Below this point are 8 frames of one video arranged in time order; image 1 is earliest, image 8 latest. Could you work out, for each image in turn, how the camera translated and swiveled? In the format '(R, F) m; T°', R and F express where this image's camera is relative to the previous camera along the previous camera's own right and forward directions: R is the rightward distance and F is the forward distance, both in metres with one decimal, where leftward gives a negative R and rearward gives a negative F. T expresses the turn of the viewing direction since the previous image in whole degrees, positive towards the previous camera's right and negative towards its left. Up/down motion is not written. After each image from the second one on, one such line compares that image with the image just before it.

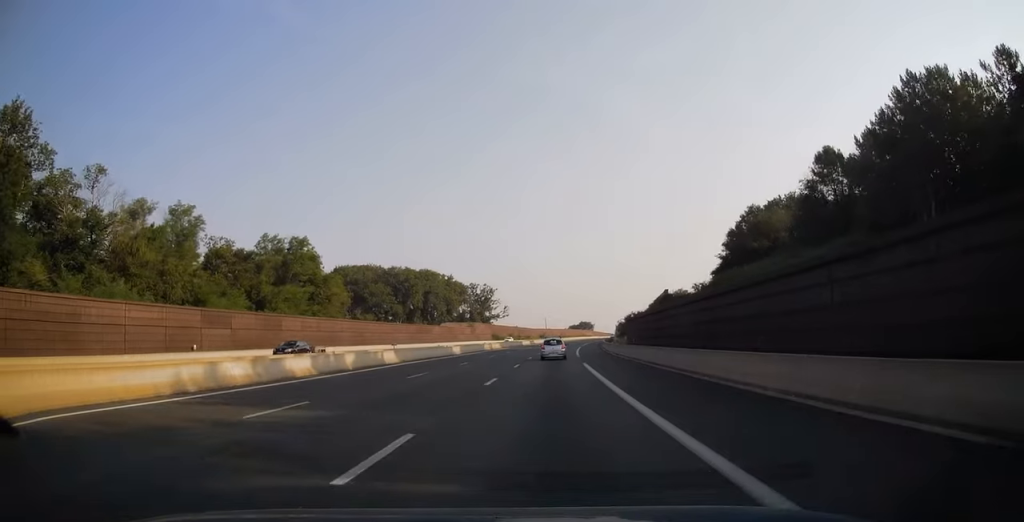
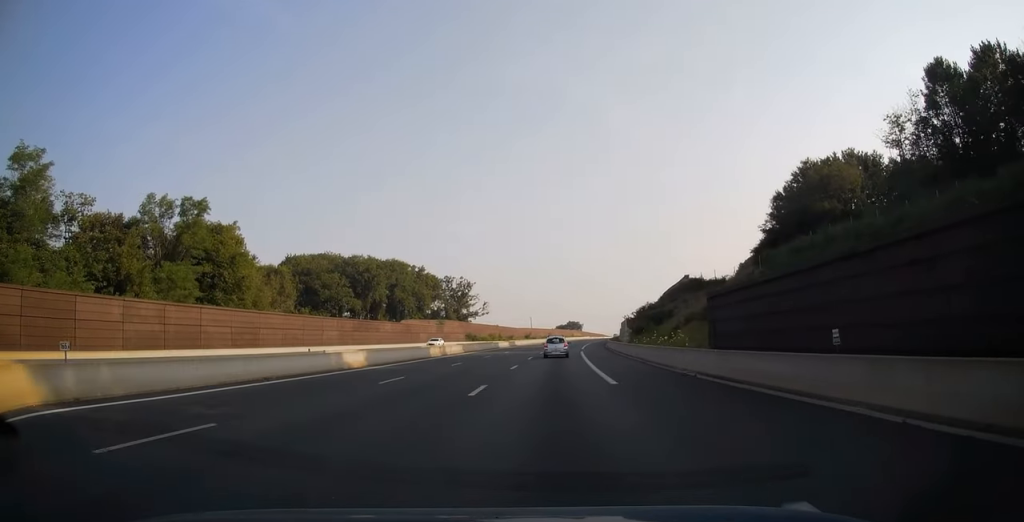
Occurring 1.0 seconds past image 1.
(+0.3, +29.8) m; +1°
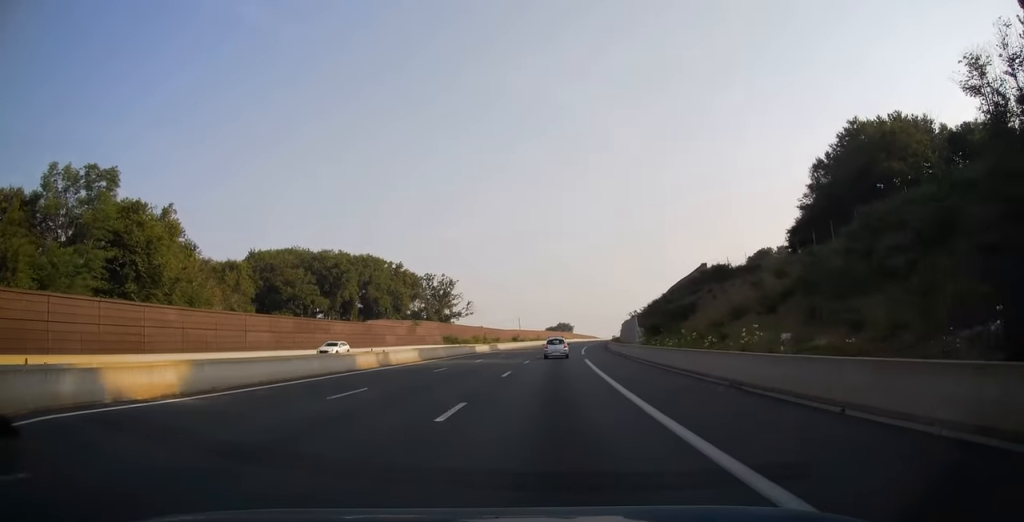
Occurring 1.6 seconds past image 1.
(+0.1, +17.1) m; +1°
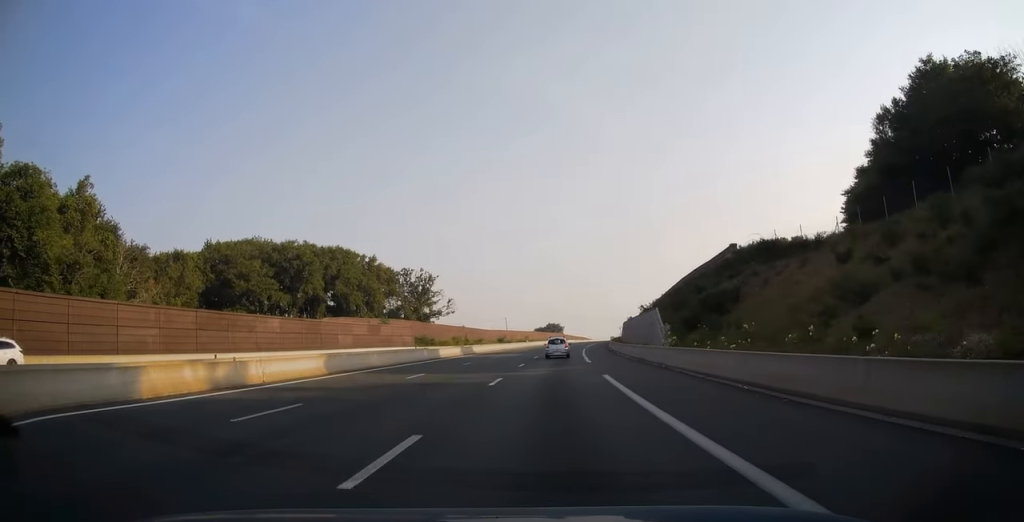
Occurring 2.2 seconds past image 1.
(+0.2, +17.6) m; +1°
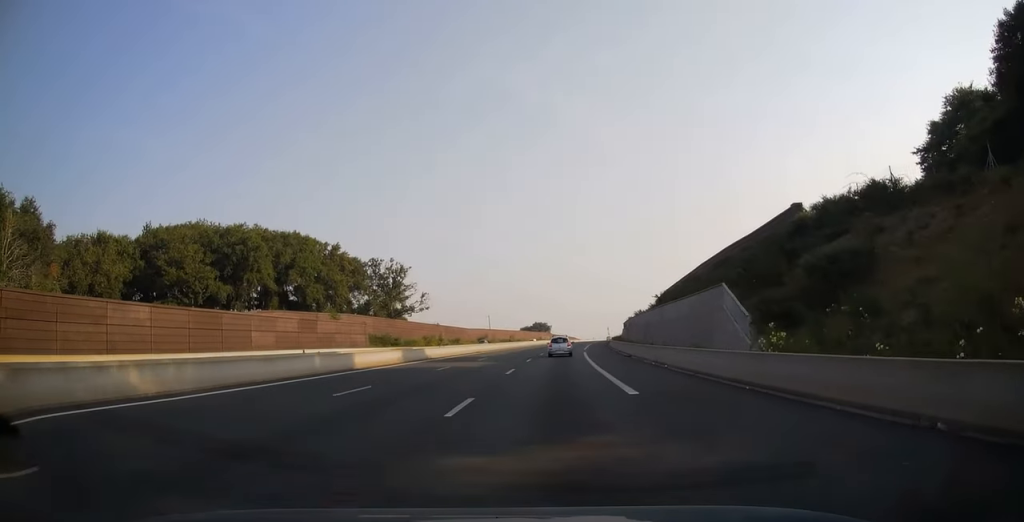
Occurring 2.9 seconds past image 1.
(+0.2, +20.5) m; +1°
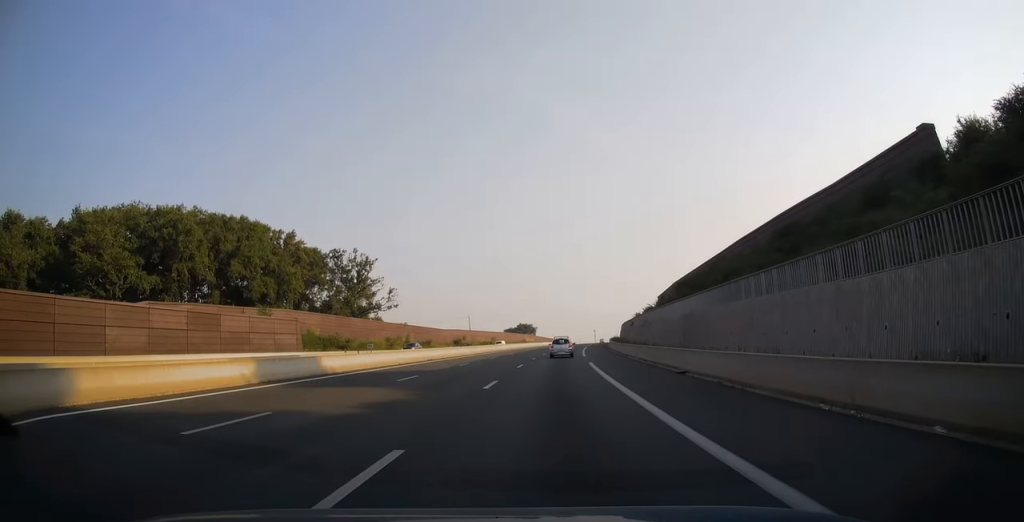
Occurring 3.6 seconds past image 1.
(+0.1, +19.5) m; +1°
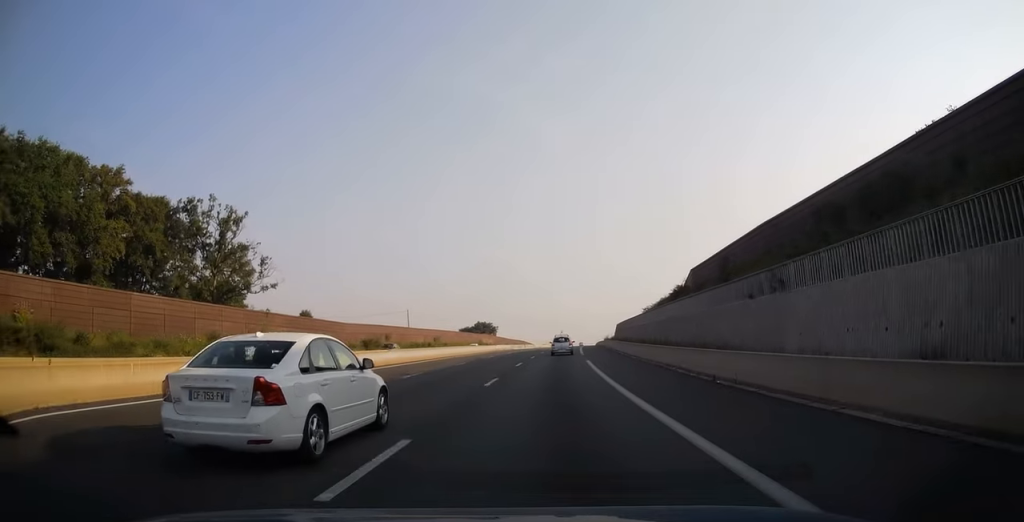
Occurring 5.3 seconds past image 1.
(+1.5, +50.8) m; +4°
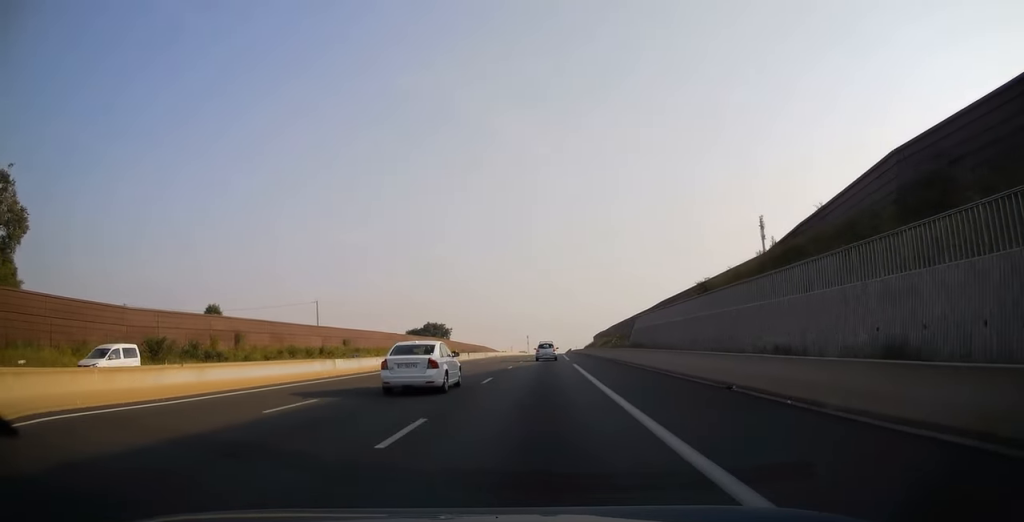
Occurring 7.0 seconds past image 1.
(+1.4, +48.8) m; +3°
